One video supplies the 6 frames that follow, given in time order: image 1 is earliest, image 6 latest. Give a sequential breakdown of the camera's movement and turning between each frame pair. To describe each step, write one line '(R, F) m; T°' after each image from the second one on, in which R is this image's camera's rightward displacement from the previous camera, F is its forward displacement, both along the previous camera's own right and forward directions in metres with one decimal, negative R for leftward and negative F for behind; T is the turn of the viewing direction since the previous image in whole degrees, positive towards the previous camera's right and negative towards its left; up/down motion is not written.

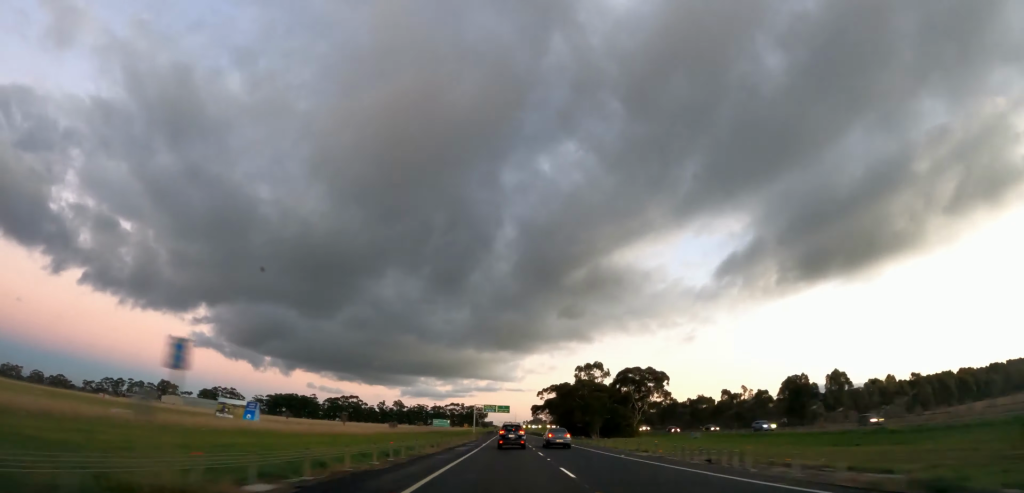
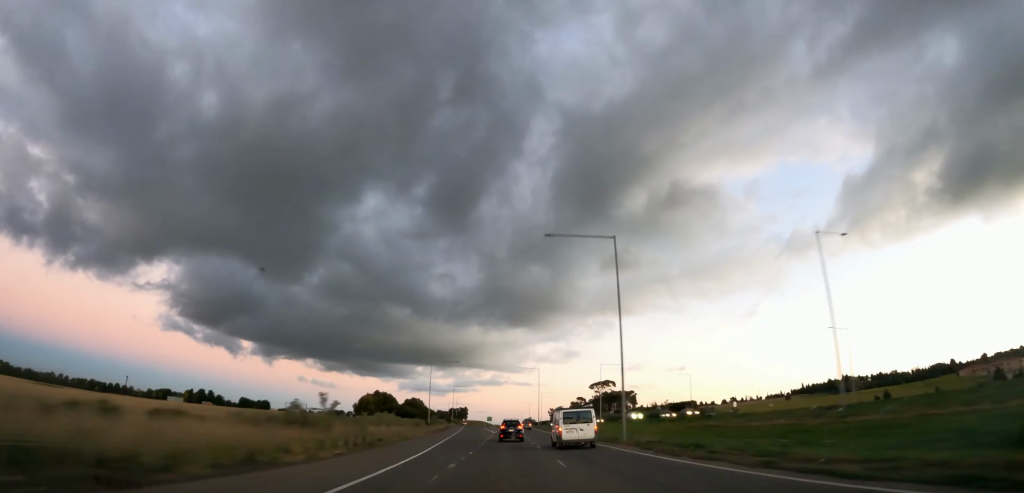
(0.0, +50.5) m; -3°
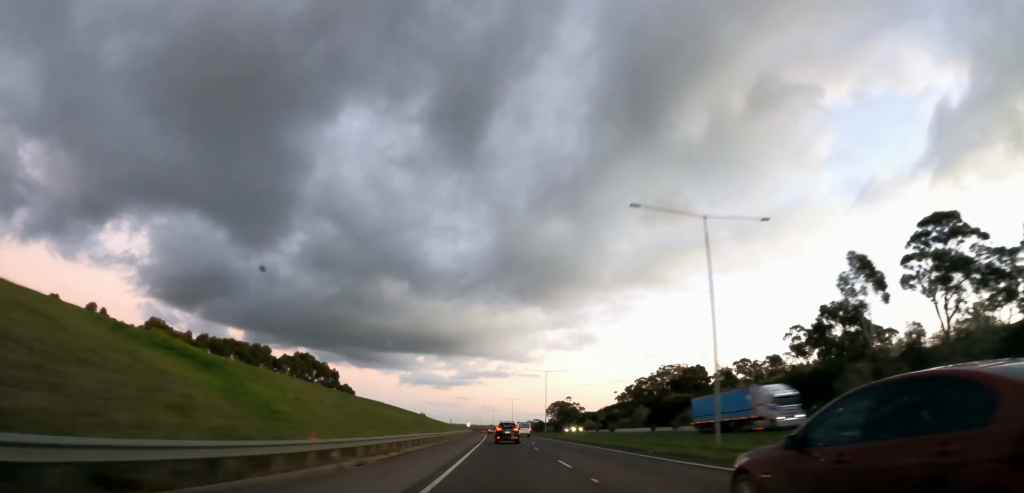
(-1.0, +28.0) m; +1°
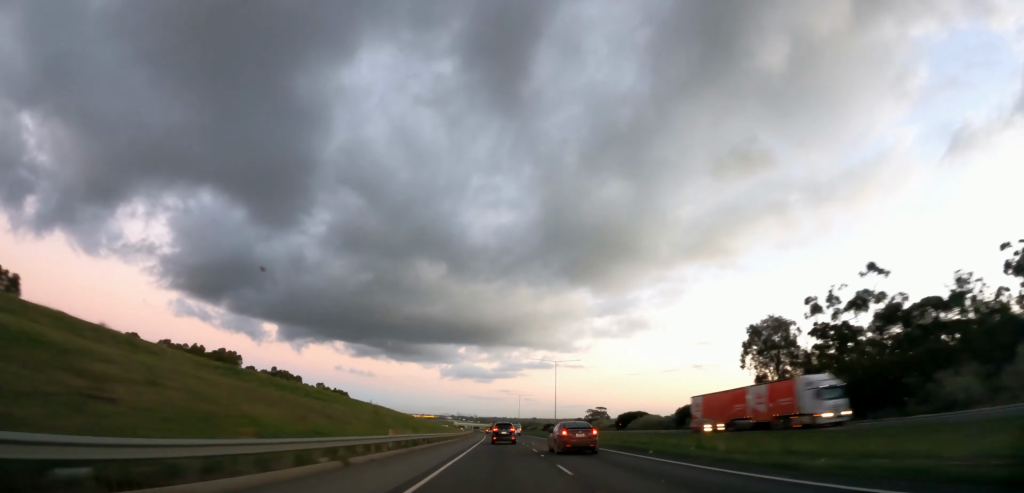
(+0.4, +14.5) m; +1°
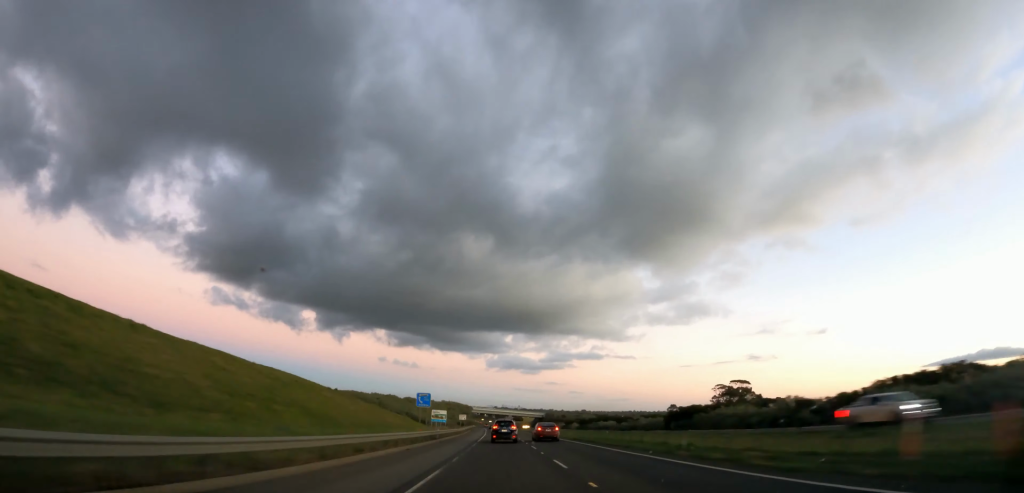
(+0.8, +15.4) m; +1°
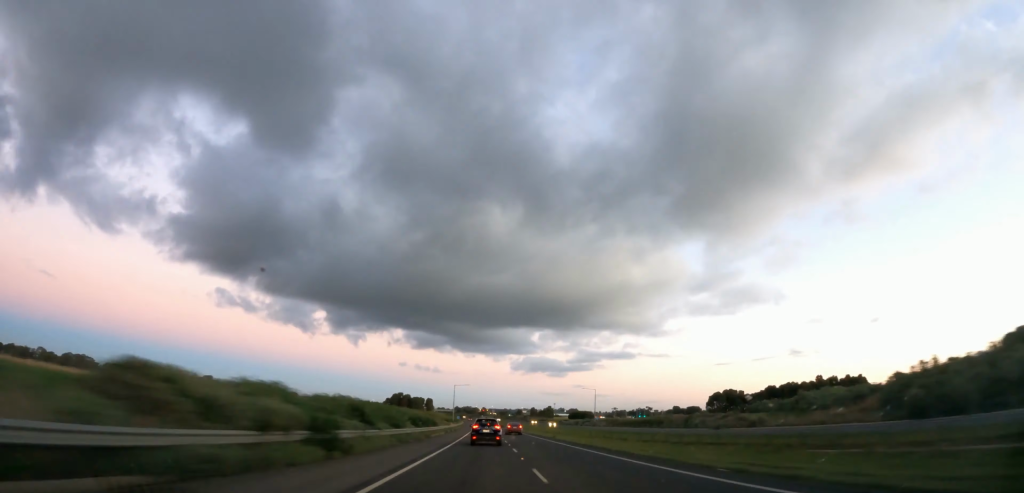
(-0.4, +22.4) m; -1°
